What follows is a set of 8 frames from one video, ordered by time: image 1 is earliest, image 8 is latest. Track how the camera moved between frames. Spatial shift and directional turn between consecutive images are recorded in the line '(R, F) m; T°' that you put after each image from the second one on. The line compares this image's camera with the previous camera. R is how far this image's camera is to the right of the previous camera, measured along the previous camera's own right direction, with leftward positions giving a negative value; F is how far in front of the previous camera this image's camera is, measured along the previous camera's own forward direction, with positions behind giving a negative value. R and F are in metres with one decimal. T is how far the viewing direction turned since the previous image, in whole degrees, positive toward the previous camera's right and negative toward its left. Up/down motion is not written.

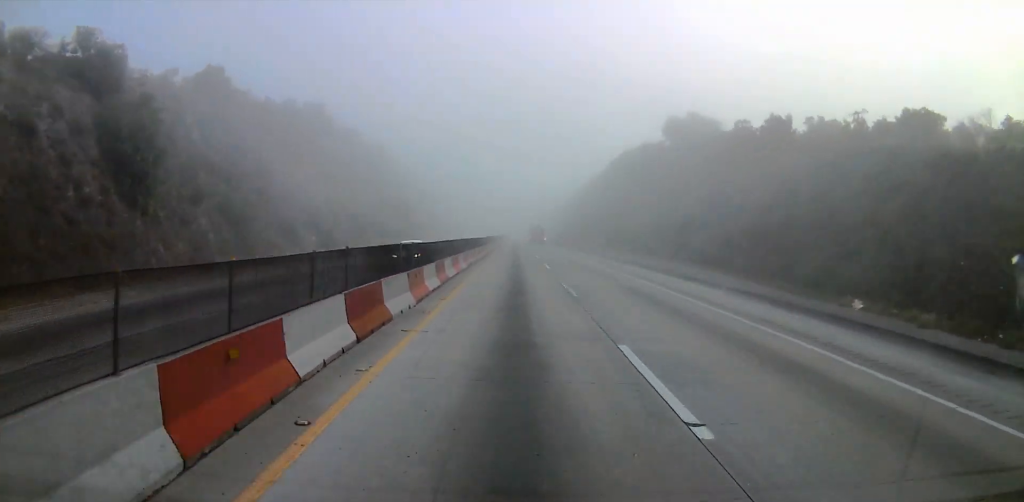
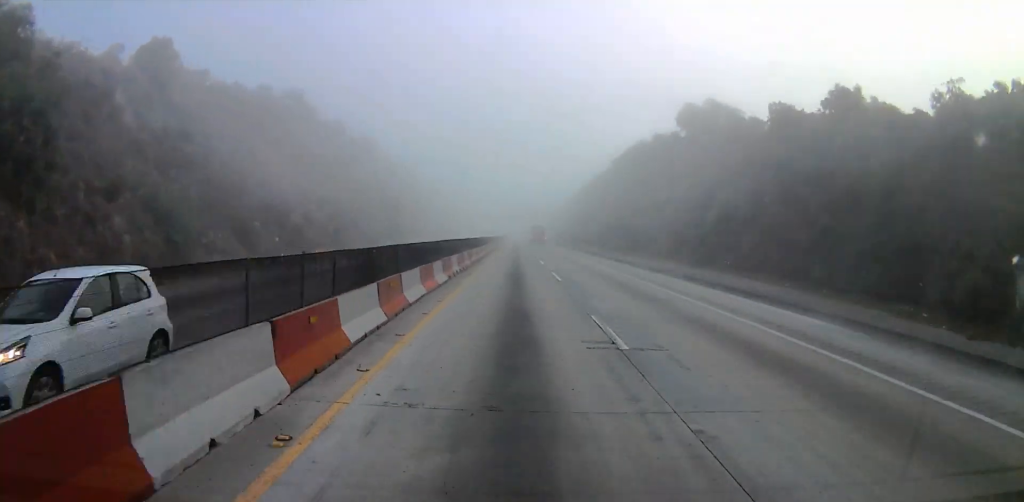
(+0.1, +10.6) m; 0°
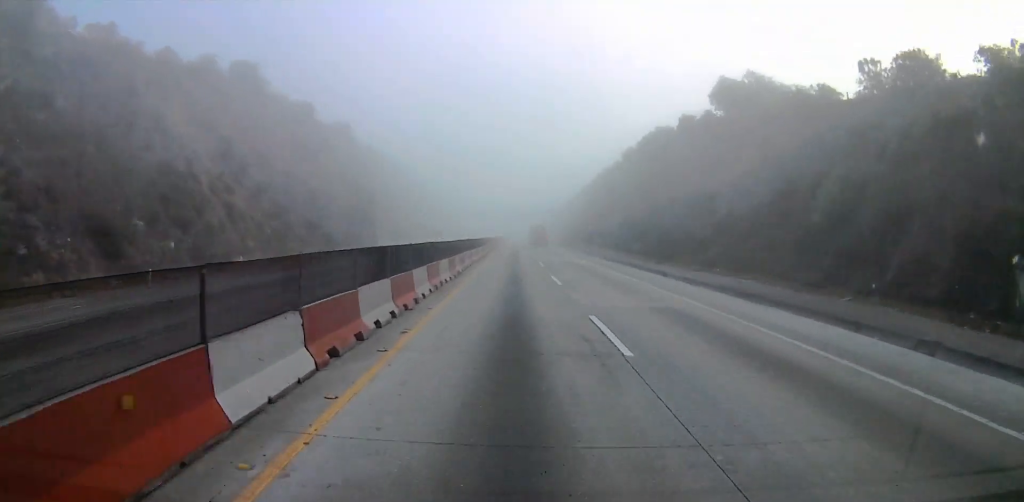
(+0.2, +19.0) m; +1°
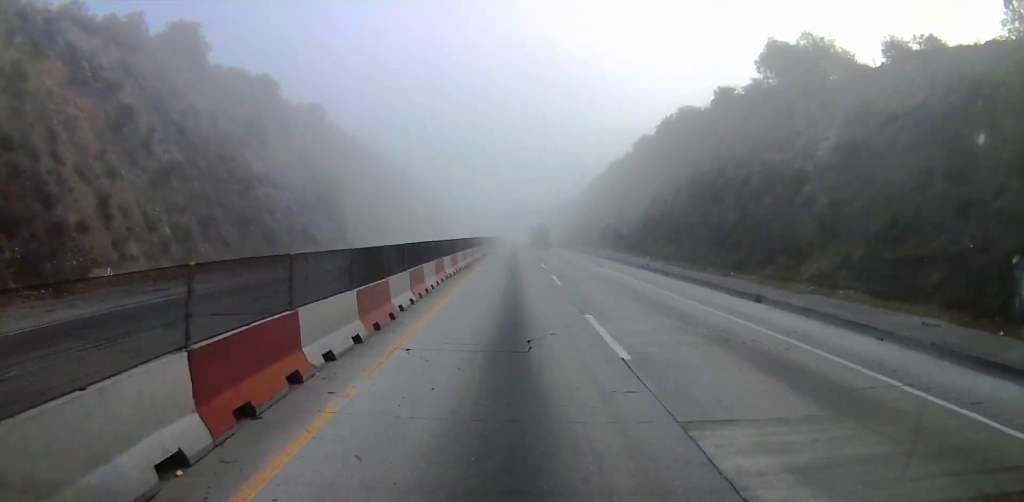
(0.0, +17.1) m; 0°
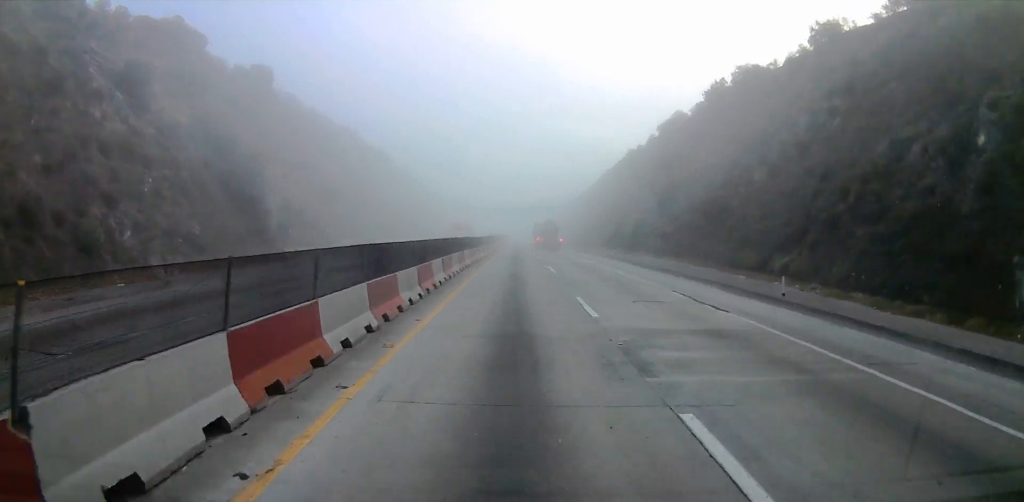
(-0.2, +23.6) m; -1°
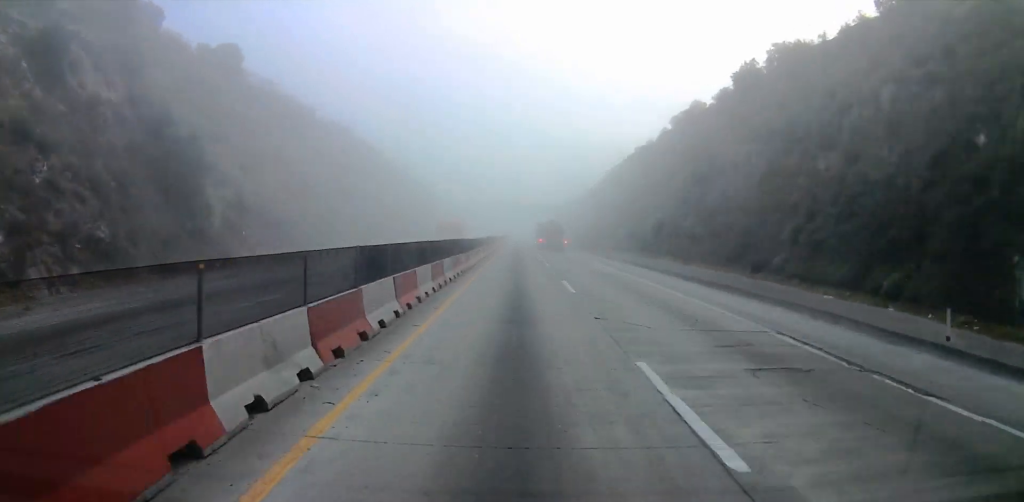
(-0.3, +9.0) m; 0°
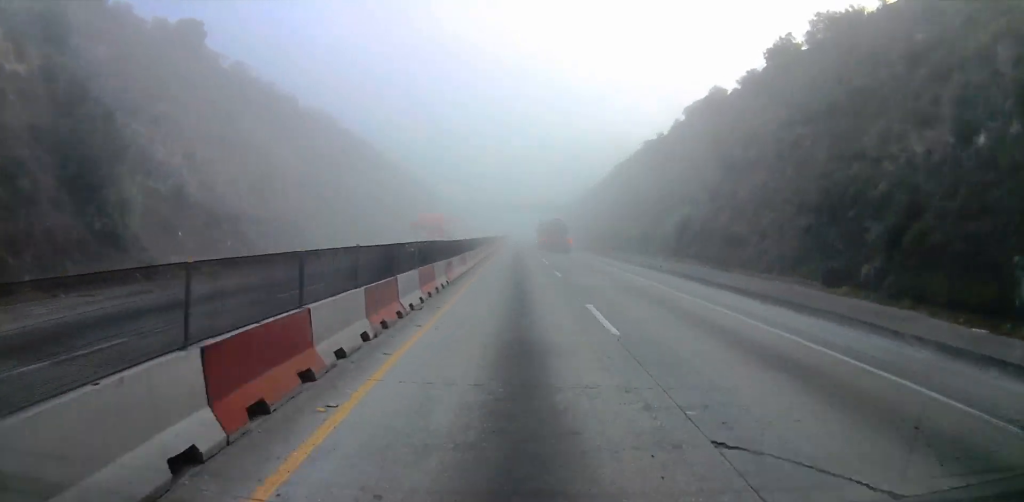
(0.0, +8.1) m; +1°
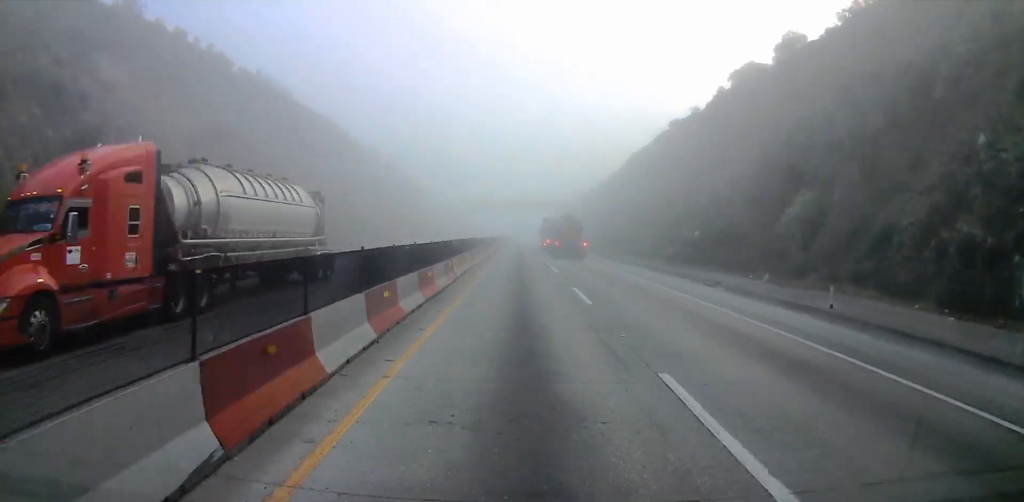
(+0.9, +20.4) m; +3°
